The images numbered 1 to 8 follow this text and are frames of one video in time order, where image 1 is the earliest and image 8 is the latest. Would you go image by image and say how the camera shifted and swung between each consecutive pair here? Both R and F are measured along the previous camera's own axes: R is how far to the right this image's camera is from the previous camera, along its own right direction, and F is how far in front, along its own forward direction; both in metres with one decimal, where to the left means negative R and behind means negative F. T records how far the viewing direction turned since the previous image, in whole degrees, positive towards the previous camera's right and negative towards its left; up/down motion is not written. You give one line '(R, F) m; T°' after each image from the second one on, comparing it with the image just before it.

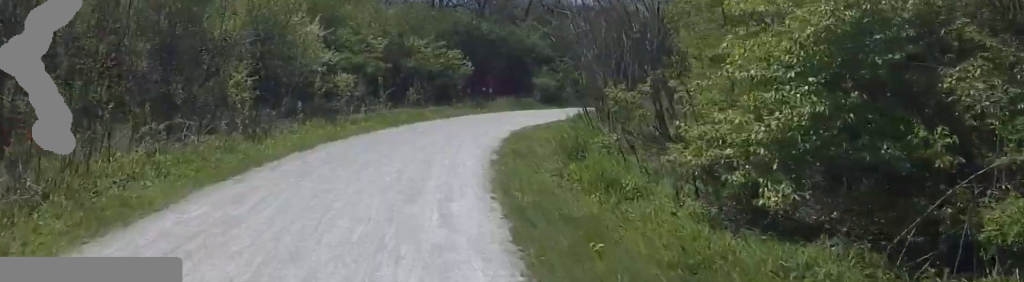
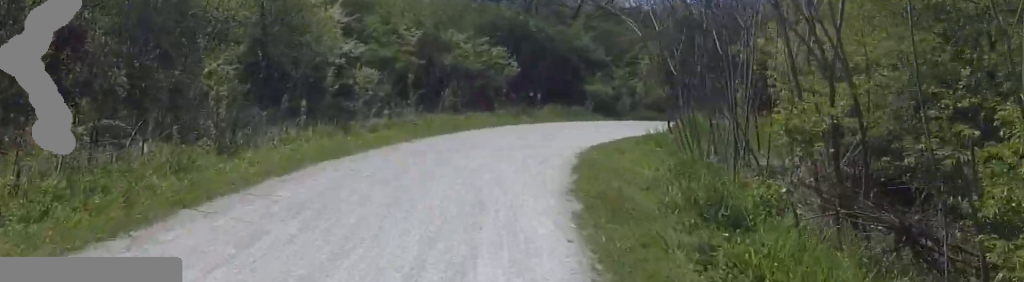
(0.0, +3.2) m; 0°
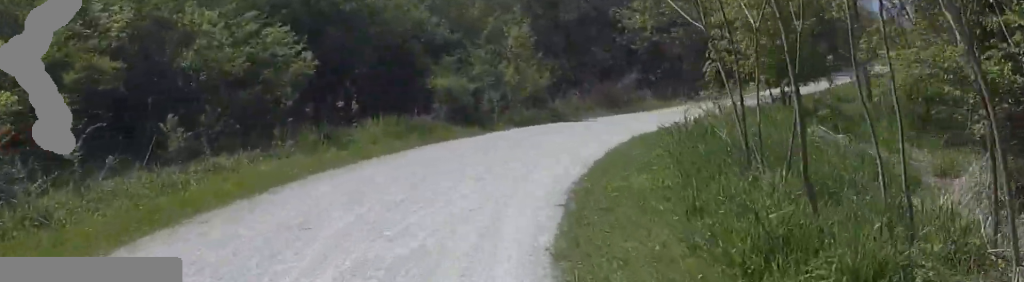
(+0.2, +8.1) m; +13°
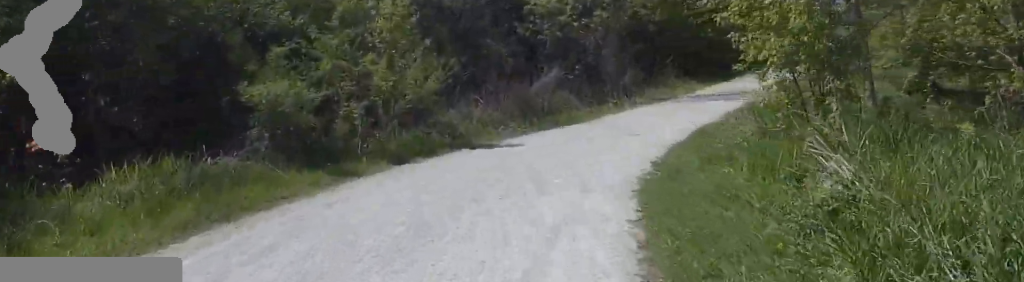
(+1.1, +5.3) m; +17°
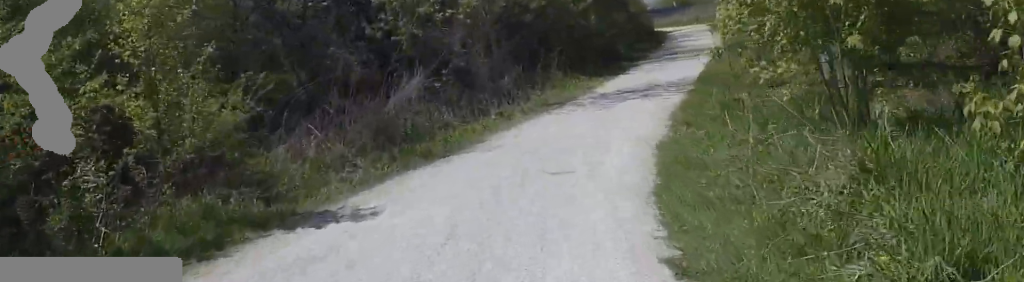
(+0.3, +3.9) m; +4°
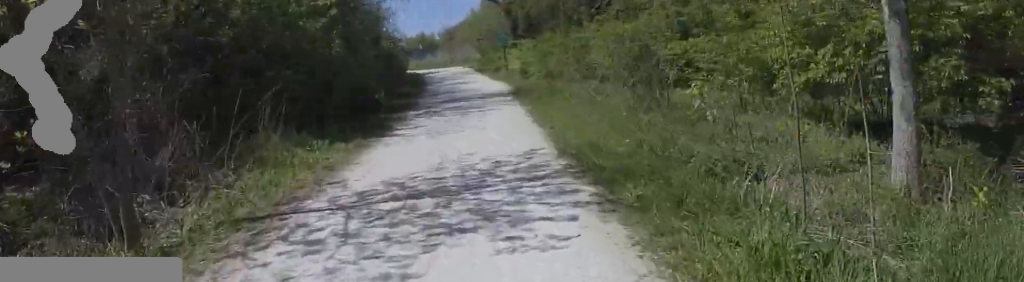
(+0.1, +7.8) m; +16°
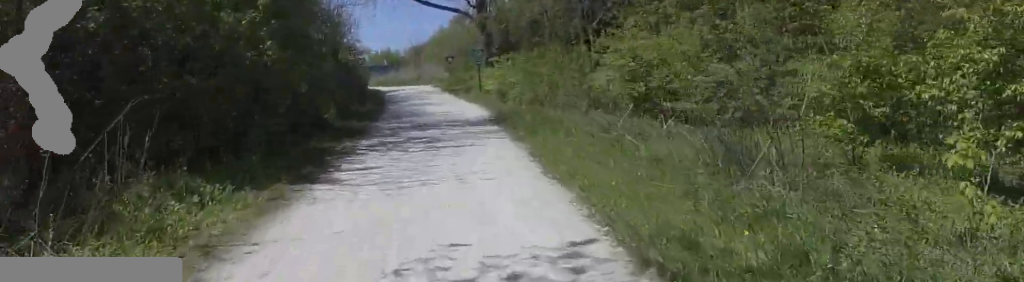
(+0.7, +3.3) m; +3°
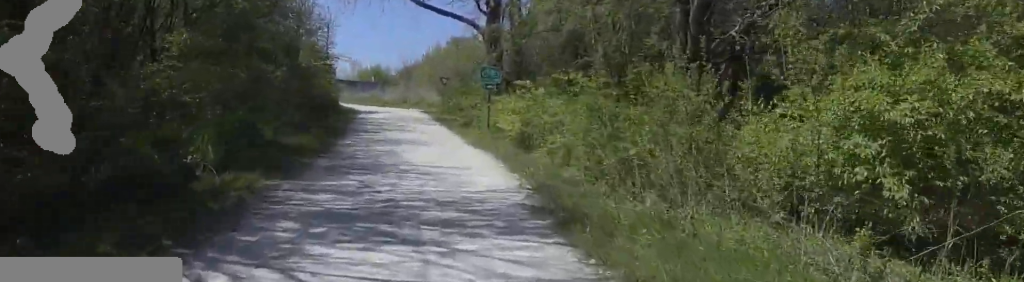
(-0.3, +7.2) m; -6°
